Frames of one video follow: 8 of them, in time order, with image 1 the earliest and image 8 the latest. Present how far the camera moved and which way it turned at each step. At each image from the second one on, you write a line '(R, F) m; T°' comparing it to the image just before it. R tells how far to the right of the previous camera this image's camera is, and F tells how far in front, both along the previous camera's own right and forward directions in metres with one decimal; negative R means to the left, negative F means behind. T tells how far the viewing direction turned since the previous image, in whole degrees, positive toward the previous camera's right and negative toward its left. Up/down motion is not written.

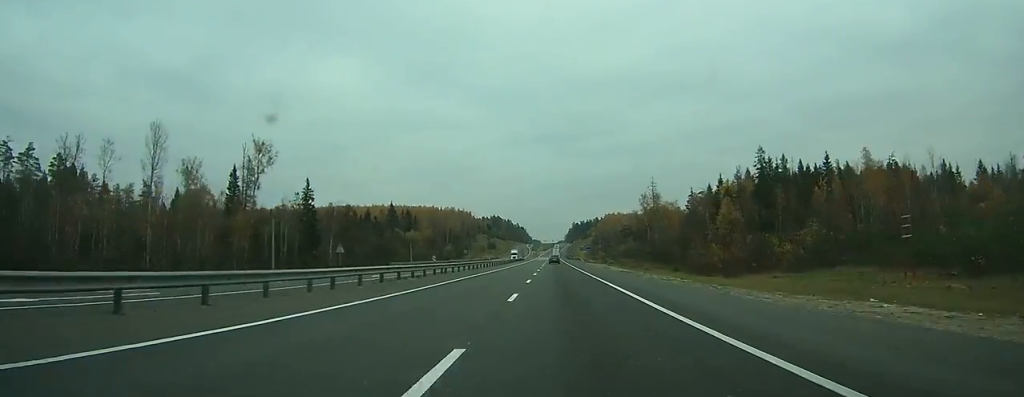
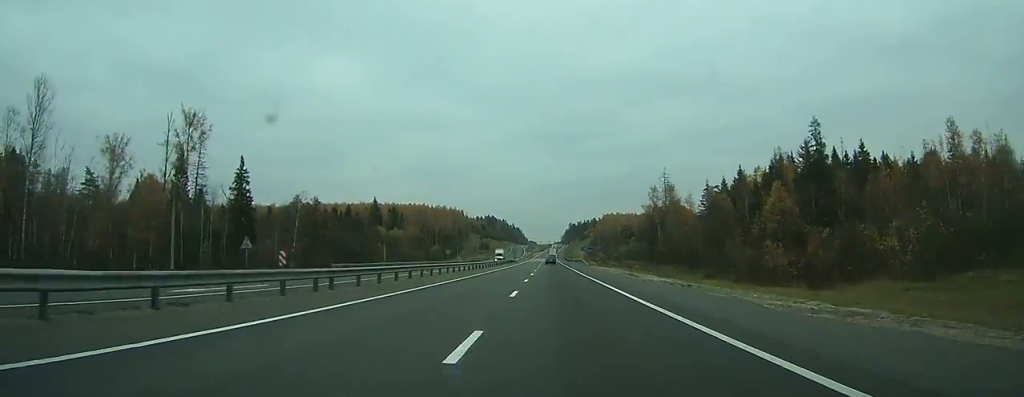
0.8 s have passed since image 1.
(0.0, +23.5) m; 0°
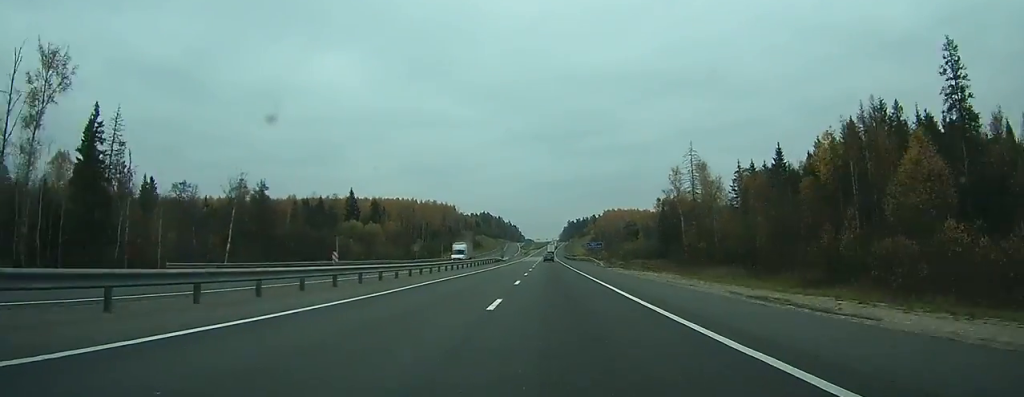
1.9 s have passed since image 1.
(0.0, +30.8) m; 0°
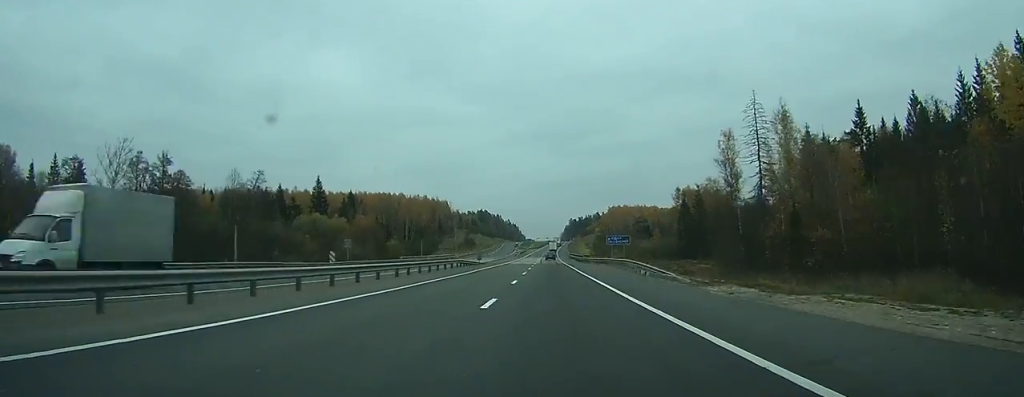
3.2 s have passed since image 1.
(+0.1, +37.4) m; 0°
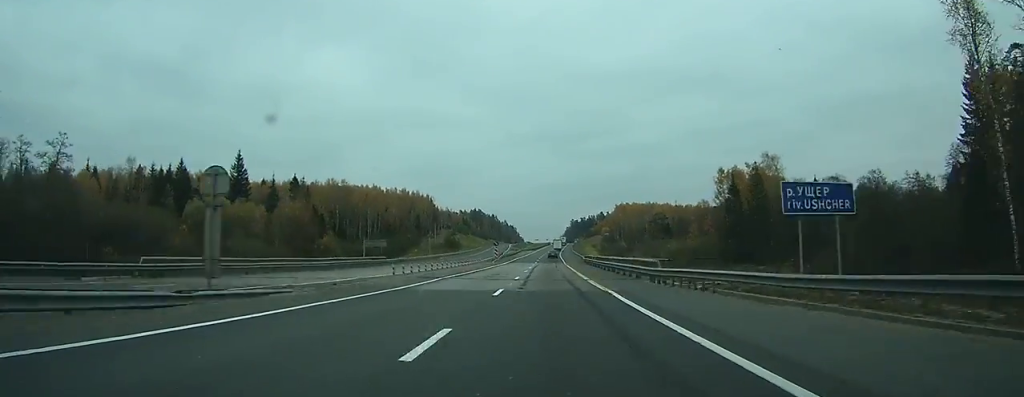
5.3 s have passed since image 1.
(-0.1, +53.9) m; 0°
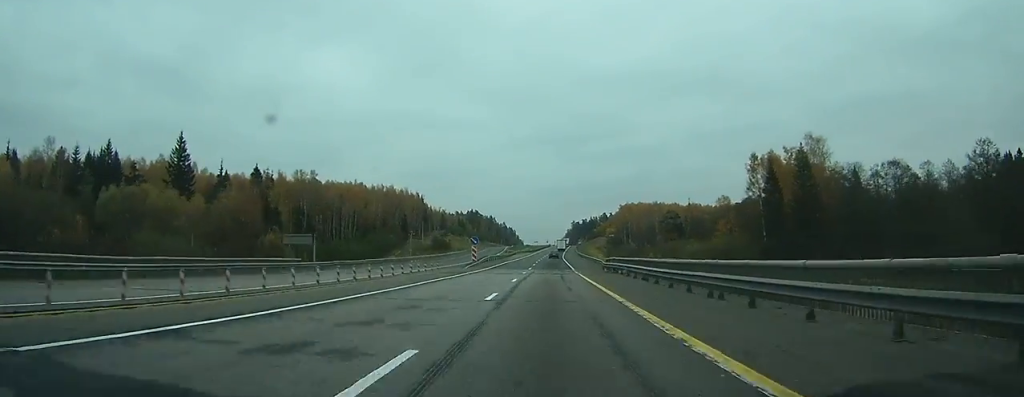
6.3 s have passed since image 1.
(0.0, +24.7) m; 0°
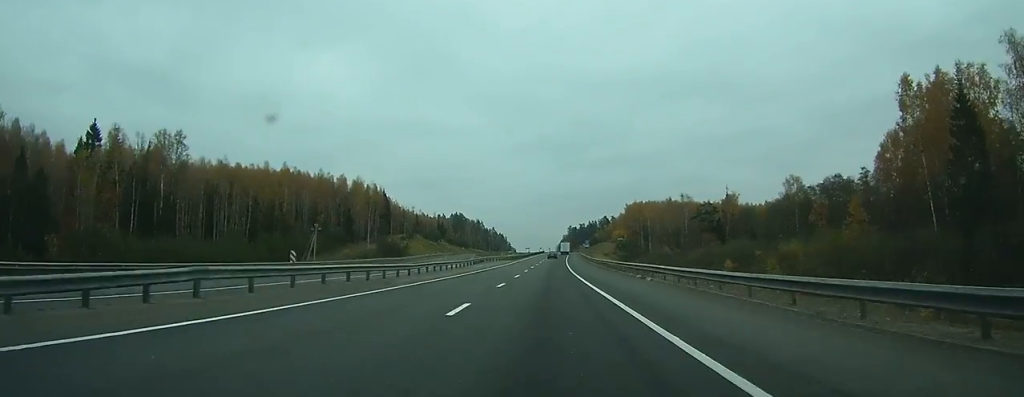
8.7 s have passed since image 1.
(+0.3, +61.0) m; +1°
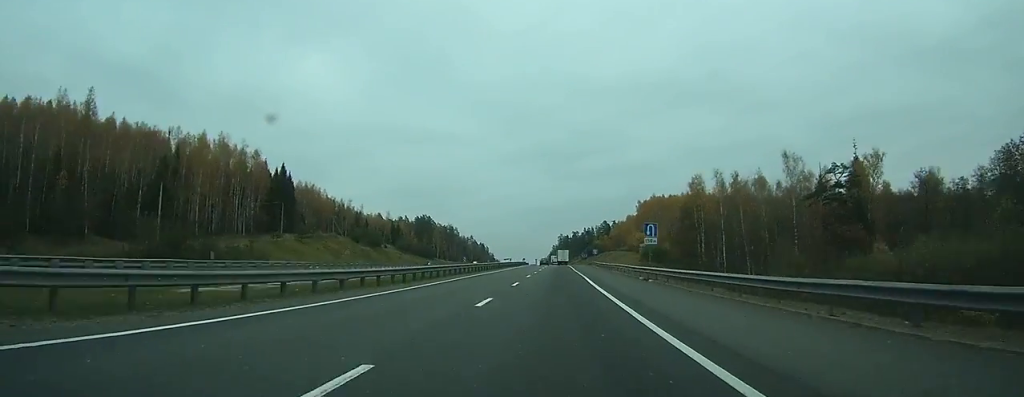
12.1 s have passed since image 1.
(+1.0, +93.8) m; +1°
